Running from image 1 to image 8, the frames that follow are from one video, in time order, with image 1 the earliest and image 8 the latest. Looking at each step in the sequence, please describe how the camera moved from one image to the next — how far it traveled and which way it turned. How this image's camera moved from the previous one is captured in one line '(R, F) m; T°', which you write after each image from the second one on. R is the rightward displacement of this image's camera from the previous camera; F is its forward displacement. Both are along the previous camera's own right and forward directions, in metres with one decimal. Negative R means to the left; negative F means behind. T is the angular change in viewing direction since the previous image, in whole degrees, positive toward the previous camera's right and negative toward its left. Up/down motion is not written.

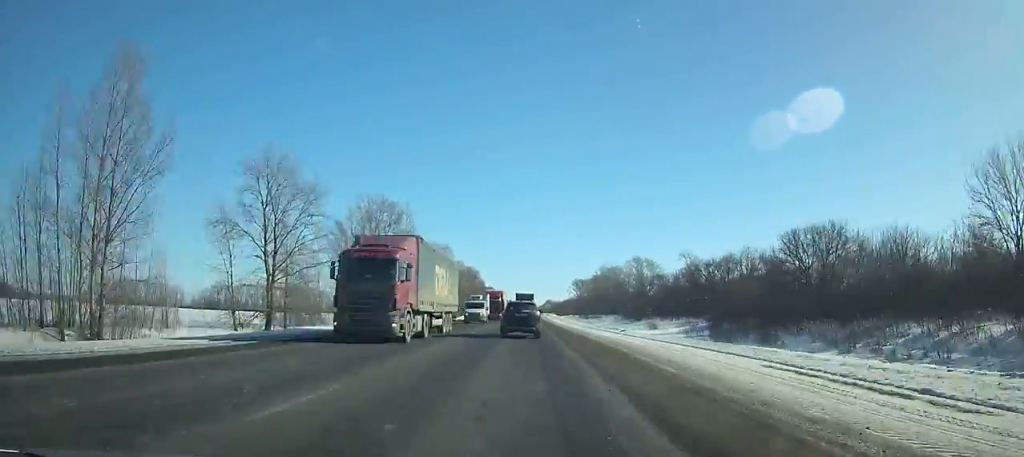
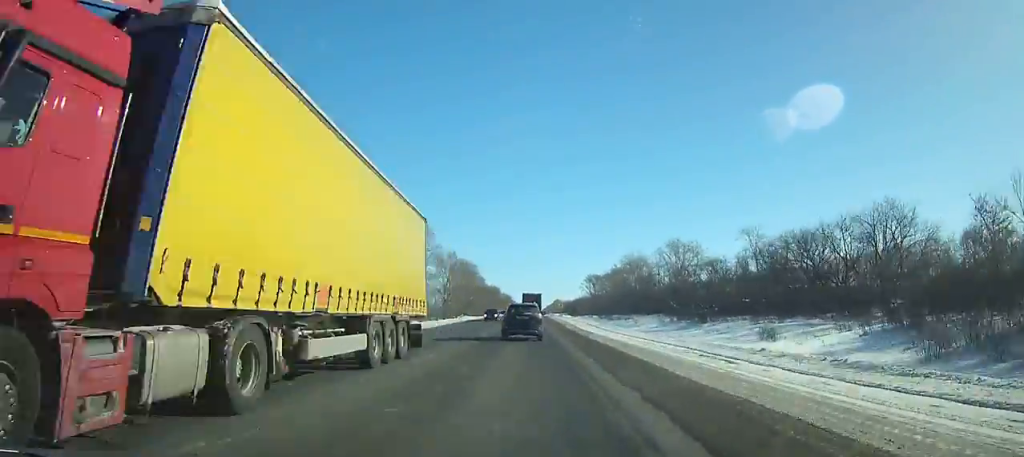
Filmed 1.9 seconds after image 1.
(0.0, +39.5) m; 0°
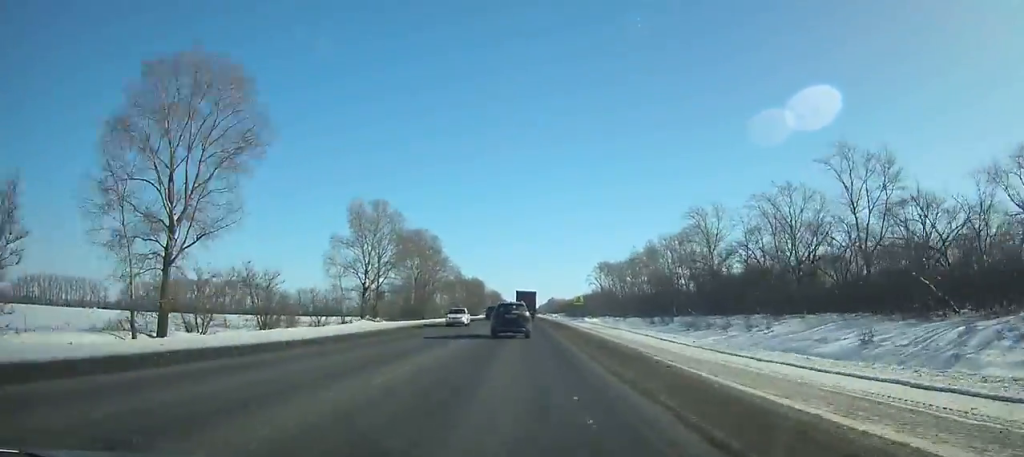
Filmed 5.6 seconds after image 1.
(-0.1, +76.4) m; 0°
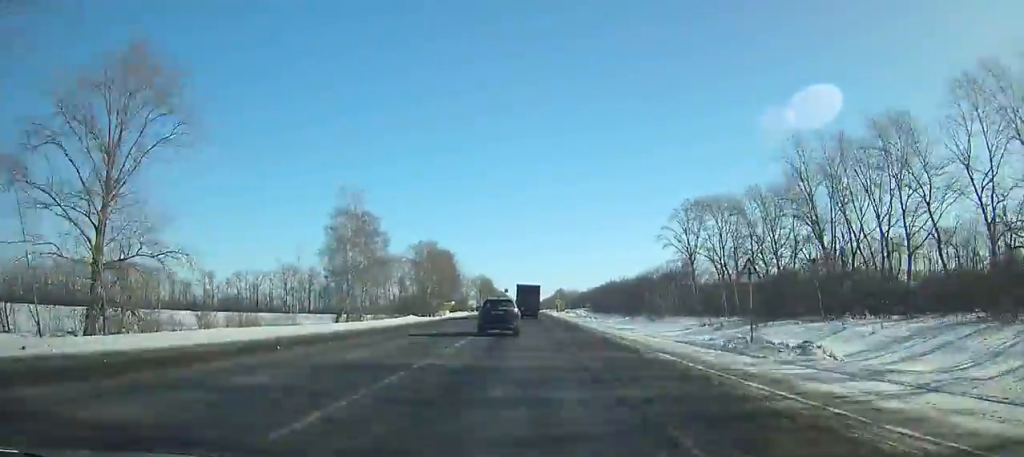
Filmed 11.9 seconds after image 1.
(-0.4, +129.2) m; 0°
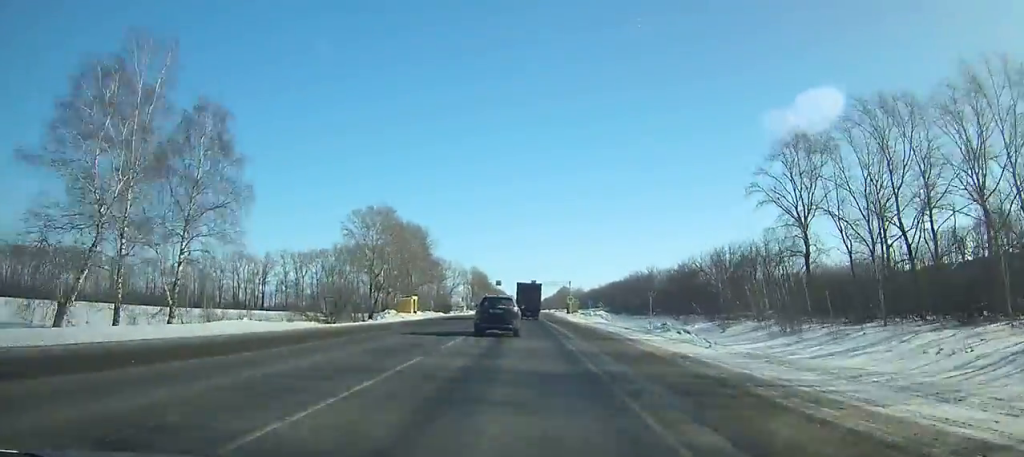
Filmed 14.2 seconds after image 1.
(+0.2, +47.0) m; 0°
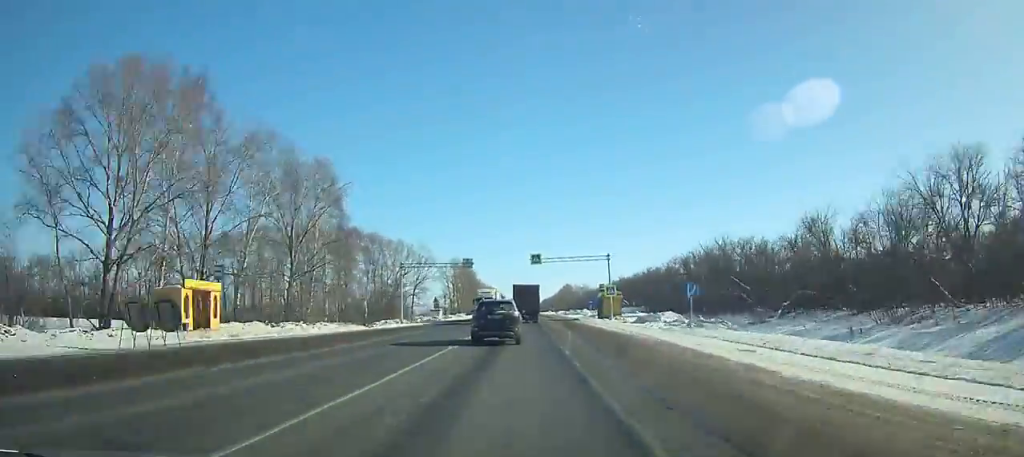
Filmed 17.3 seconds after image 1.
(-0.2, +62.8) m; 0°
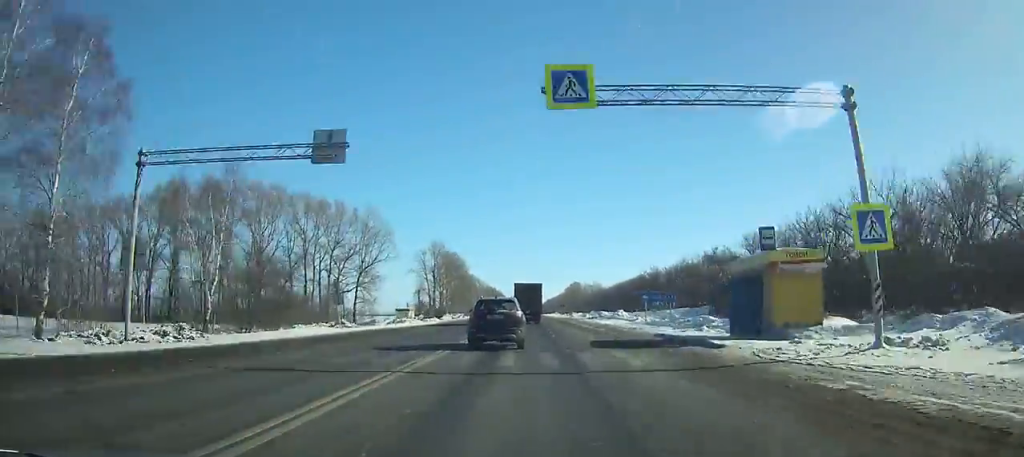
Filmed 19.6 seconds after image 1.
(0.0, +46.3) m; 0°
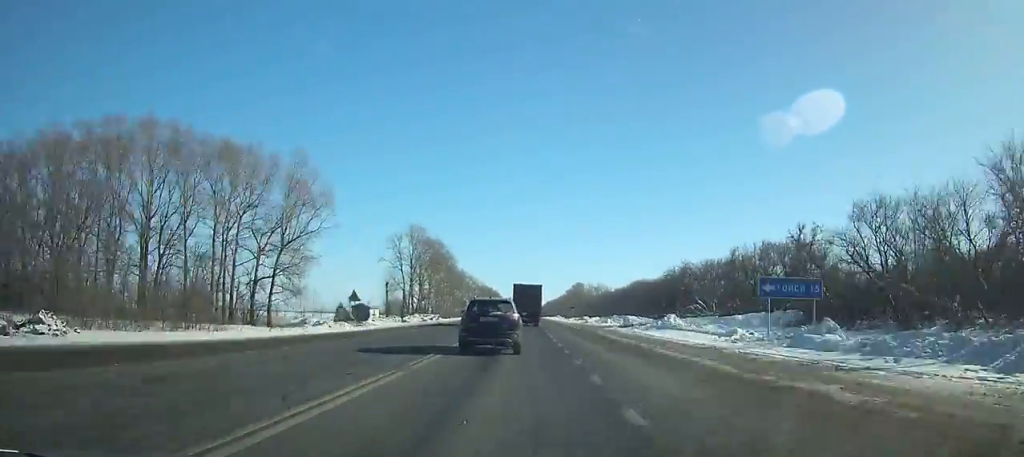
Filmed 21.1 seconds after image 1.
(0.0, +29.9) m; 0°
